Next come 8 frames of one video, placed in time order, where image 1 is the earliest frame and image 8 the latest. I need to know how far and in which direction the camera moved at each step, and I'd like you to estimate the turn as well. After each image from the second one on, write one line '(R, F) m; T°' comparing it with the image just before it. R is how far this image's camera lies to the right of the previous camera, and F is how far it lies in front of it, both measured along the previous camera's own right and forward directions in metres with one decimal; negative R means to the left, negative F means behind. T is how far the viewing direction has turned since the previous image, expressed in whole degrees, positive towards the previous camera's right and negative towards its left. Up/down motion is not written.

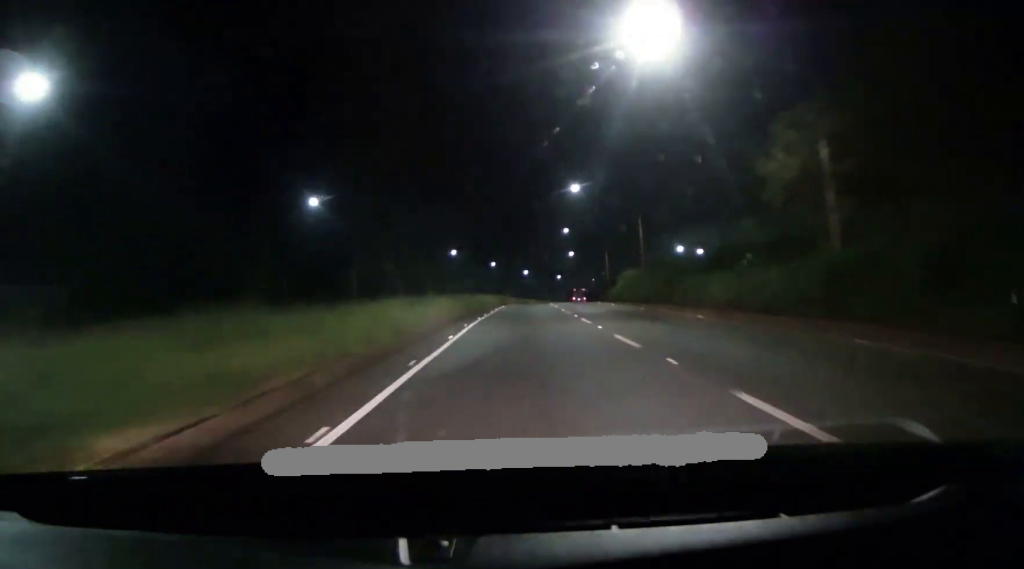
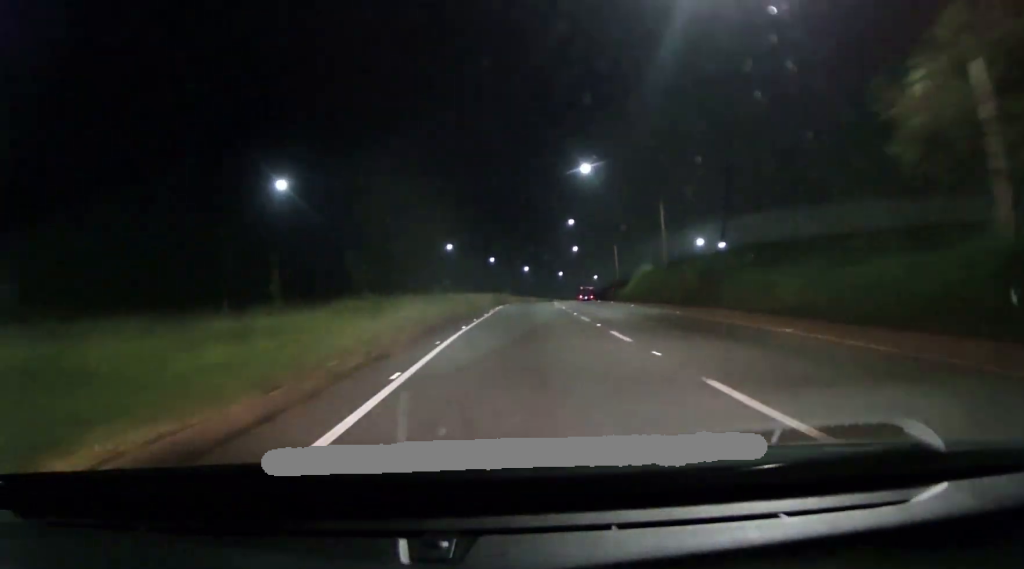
(0.0, +8.0) m; 0°
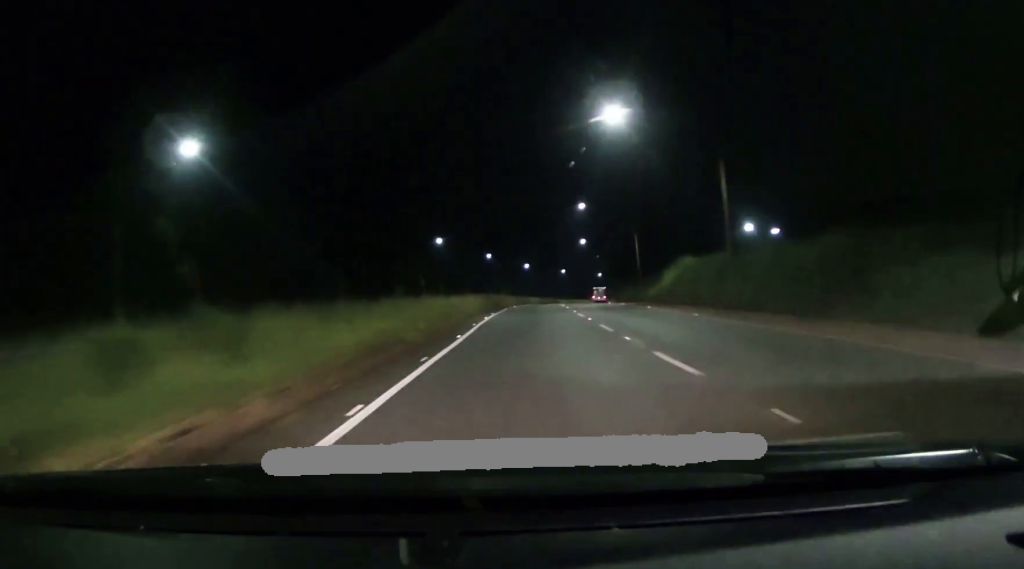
(0.0, +14.2) m; 0°
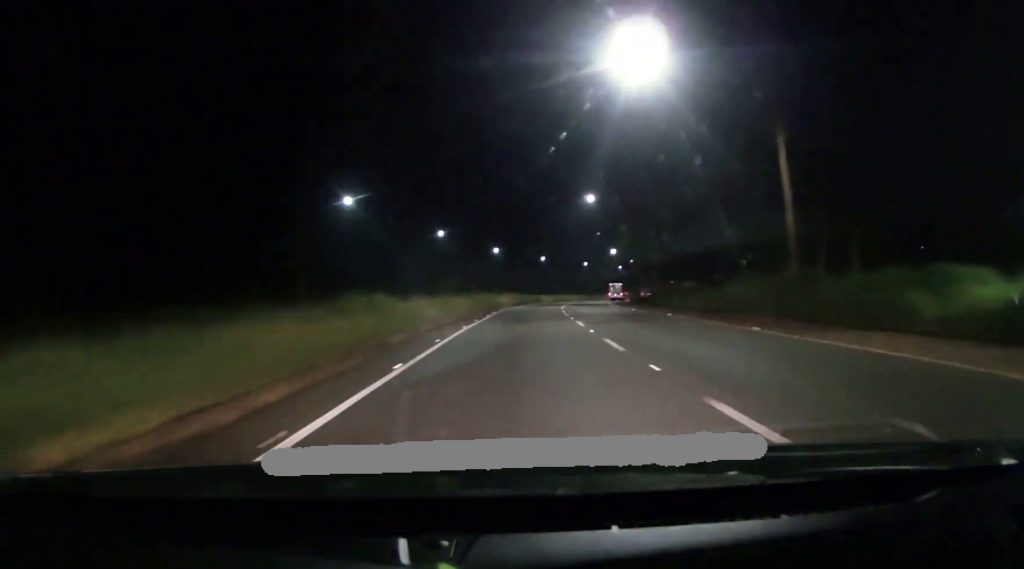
(+0.8, +41.3) m; +3°
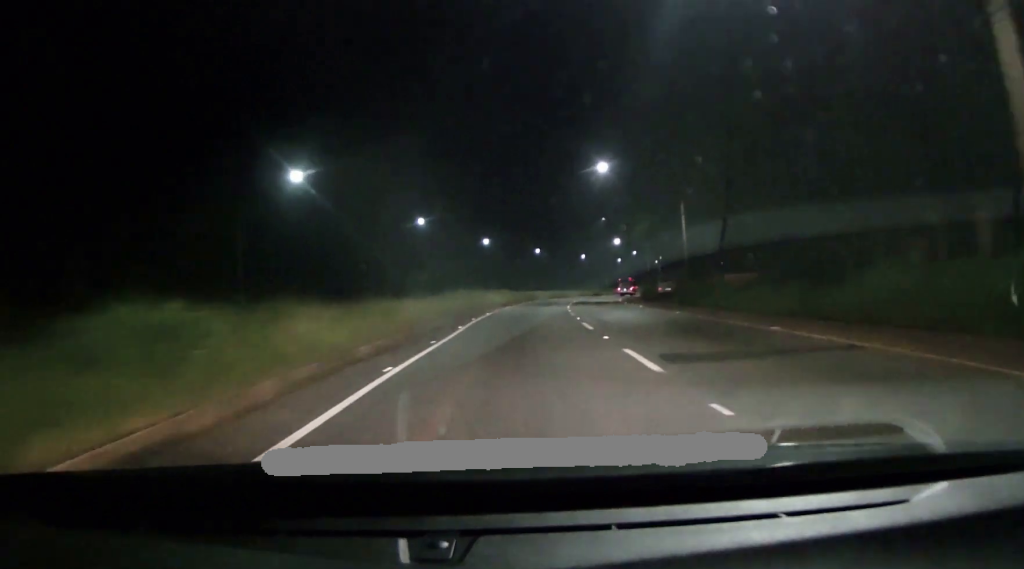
(+0.1, +12.6) m; 0°
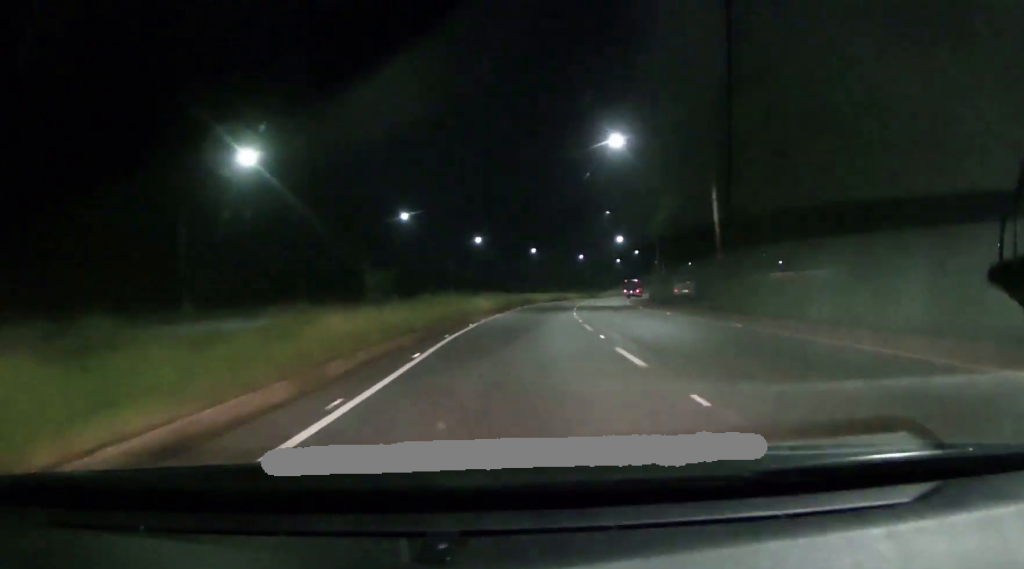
(0.0, +8.2) m; 0°
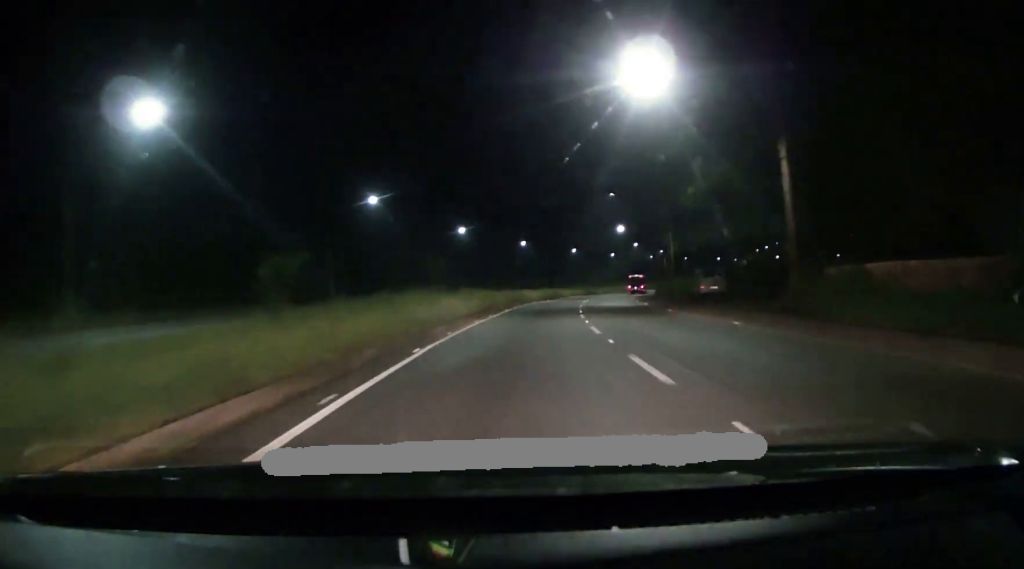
(-0.1, +10.8) m; +1°
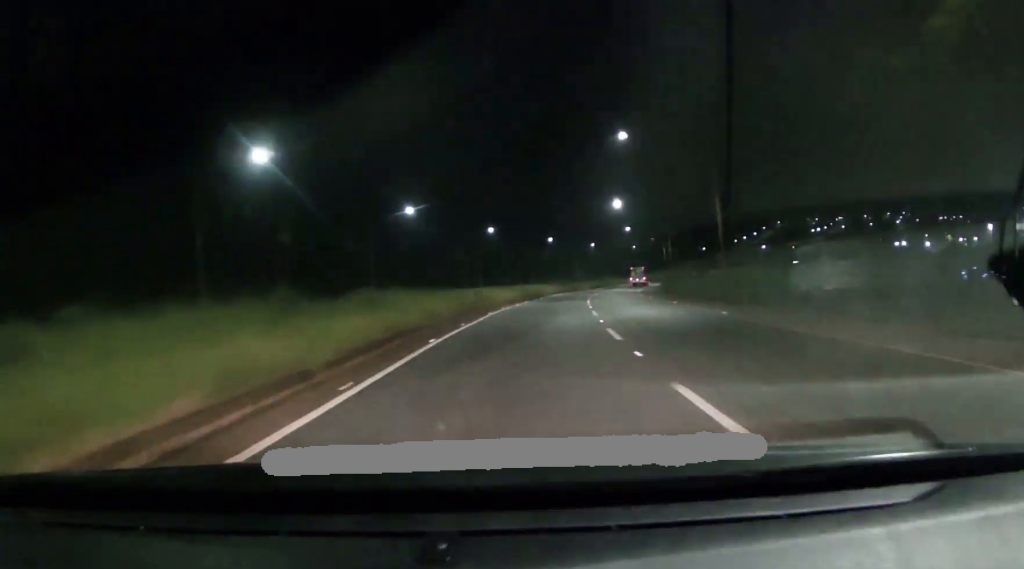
(+0.6, +21.7) m; +2°
